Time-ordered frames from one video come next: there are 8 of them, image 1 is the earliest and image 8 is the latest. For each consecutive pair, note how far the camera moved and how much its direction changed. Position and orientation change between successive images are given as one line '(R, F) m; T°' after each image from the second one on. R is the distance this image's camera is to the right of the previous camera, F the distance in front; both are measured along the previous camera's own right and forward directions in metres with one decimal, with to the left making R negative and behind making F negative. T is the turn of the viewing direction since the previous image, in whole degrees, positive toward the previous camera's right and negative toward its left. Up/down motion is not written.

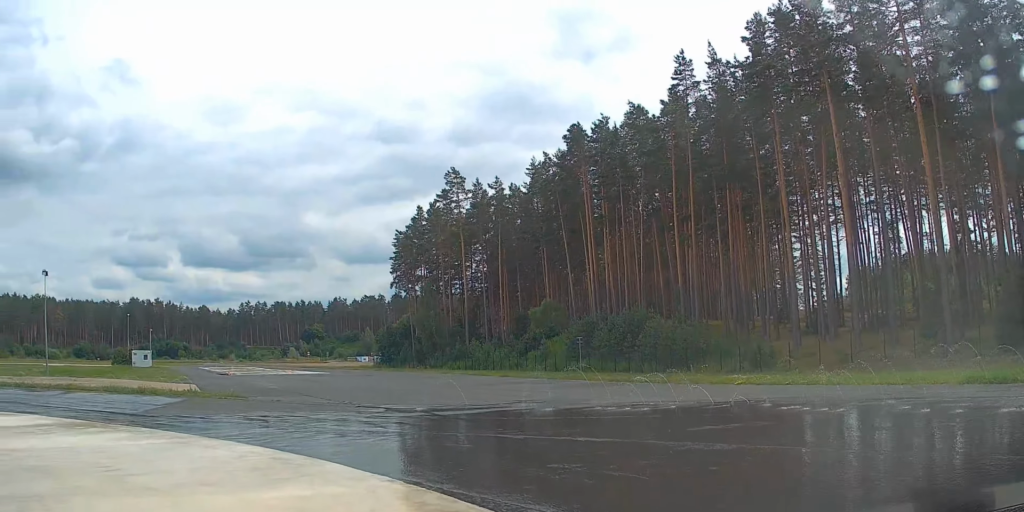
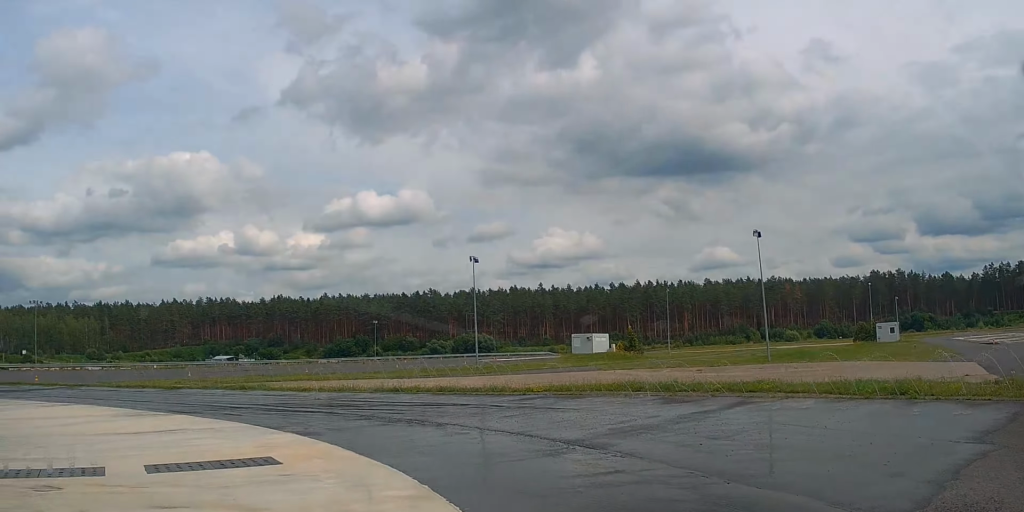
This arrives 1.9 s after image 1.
(-7.3, +12.8) m; -61°
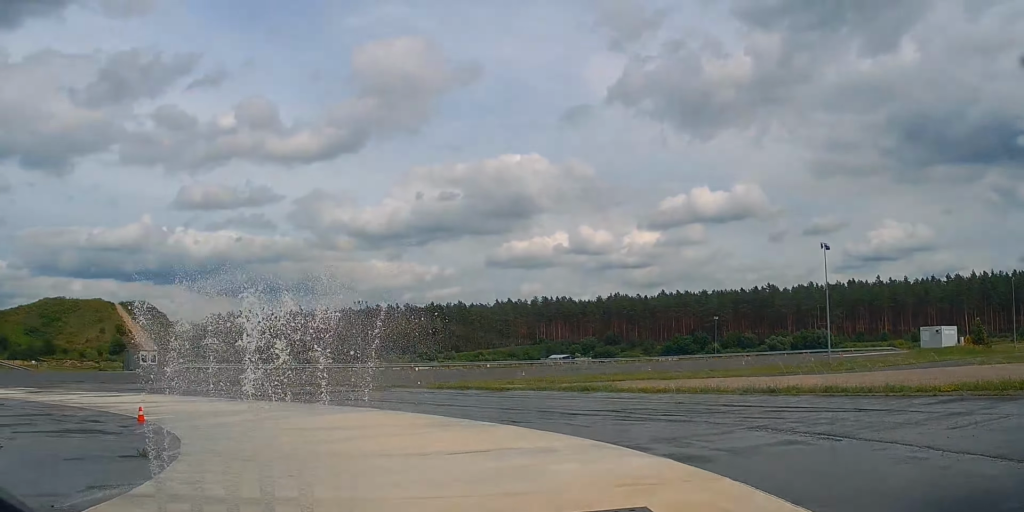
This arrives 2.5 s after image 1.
(-0.8, +4.1) m; -20°
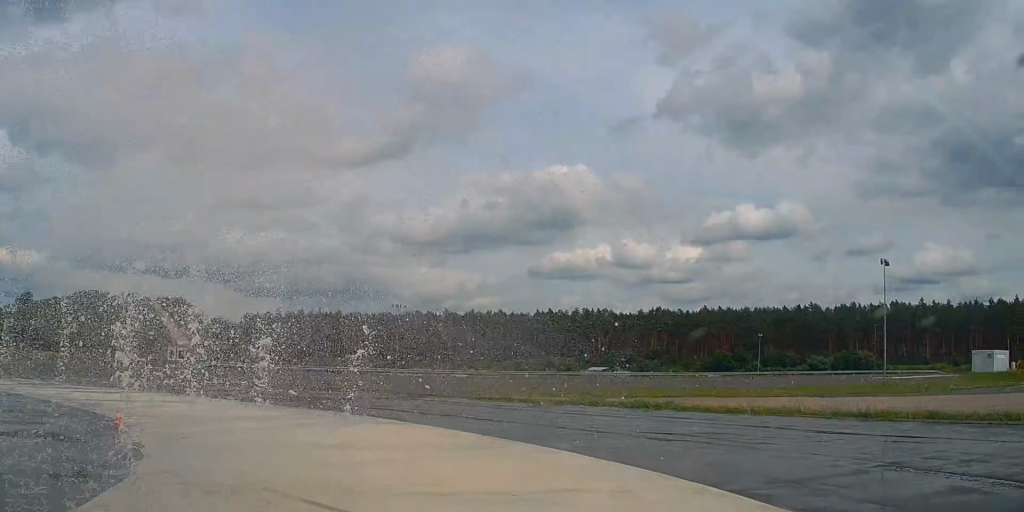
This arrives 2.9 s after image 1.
(-0.6, +3.2) m; -14°
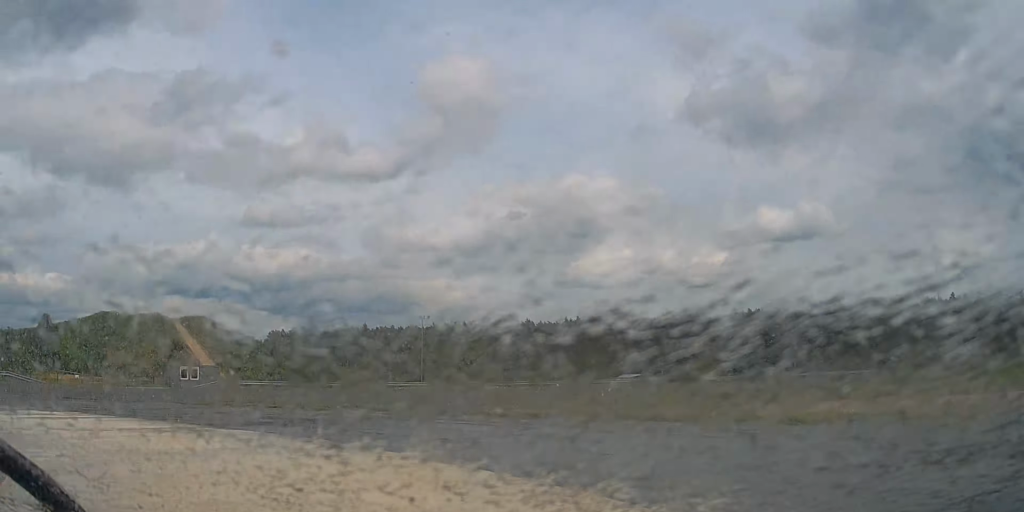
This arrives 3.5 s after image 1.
(-0.8, +4.9) m; -15°
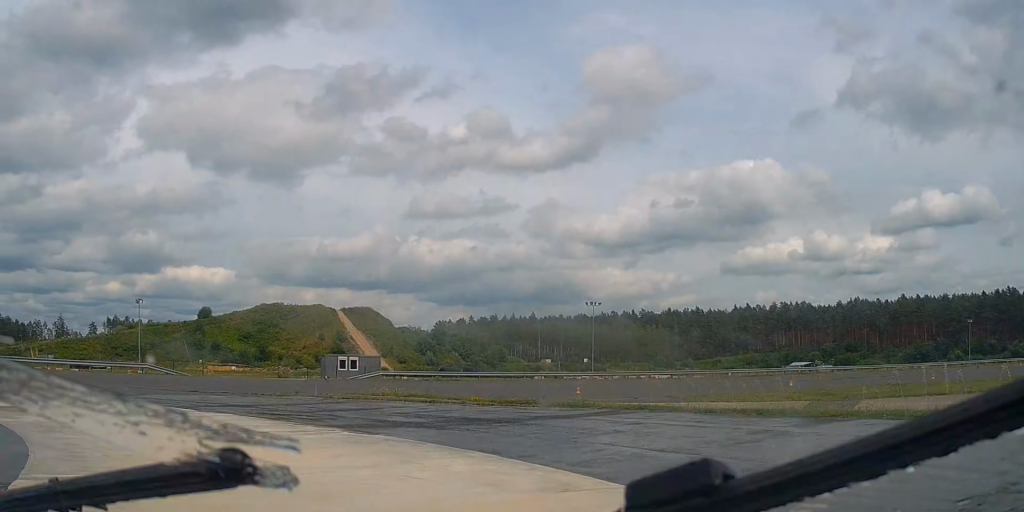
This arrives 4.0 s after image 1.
(-0.5, +4.9) m; -10°
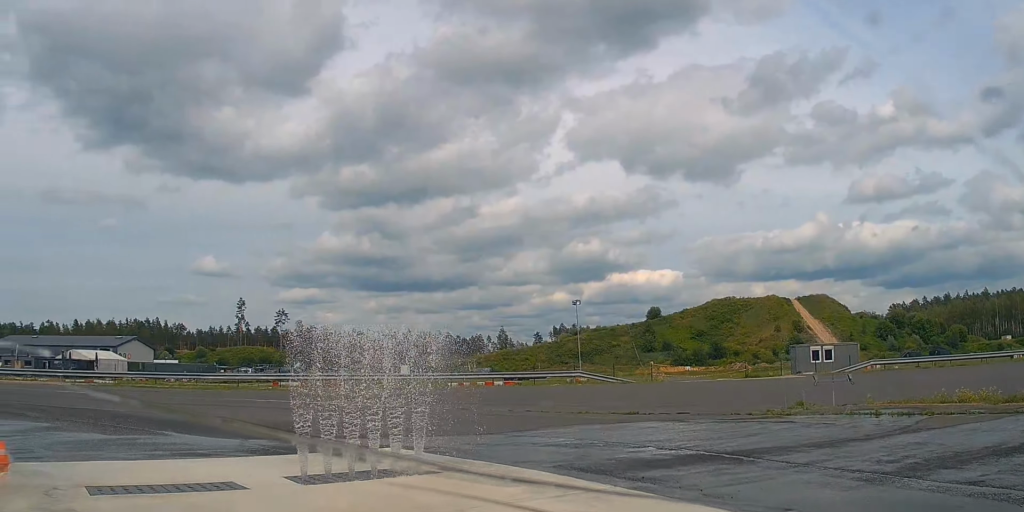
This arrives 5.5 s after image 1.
(-3.0, +16.1) m; -16°
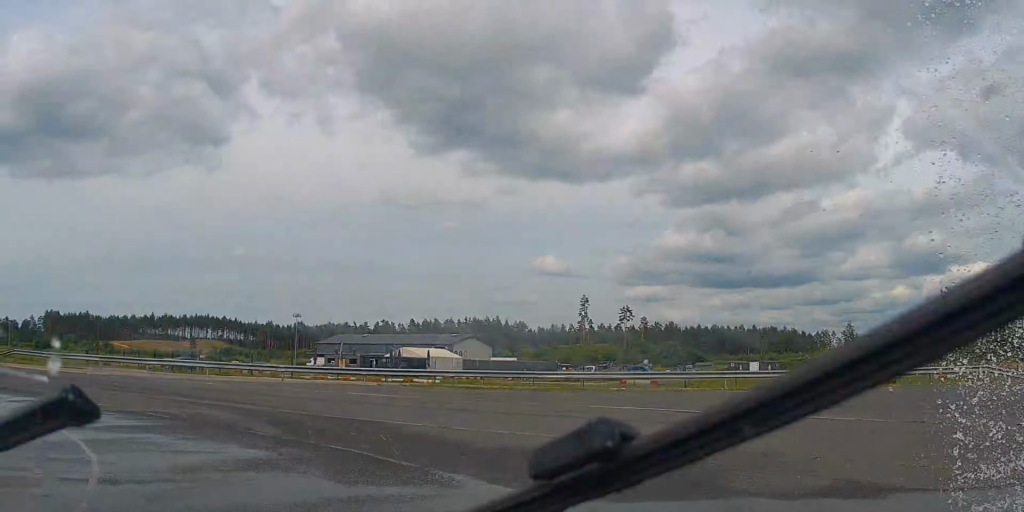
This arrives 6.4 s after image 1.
(-0.5, +10.1) m; -7°
